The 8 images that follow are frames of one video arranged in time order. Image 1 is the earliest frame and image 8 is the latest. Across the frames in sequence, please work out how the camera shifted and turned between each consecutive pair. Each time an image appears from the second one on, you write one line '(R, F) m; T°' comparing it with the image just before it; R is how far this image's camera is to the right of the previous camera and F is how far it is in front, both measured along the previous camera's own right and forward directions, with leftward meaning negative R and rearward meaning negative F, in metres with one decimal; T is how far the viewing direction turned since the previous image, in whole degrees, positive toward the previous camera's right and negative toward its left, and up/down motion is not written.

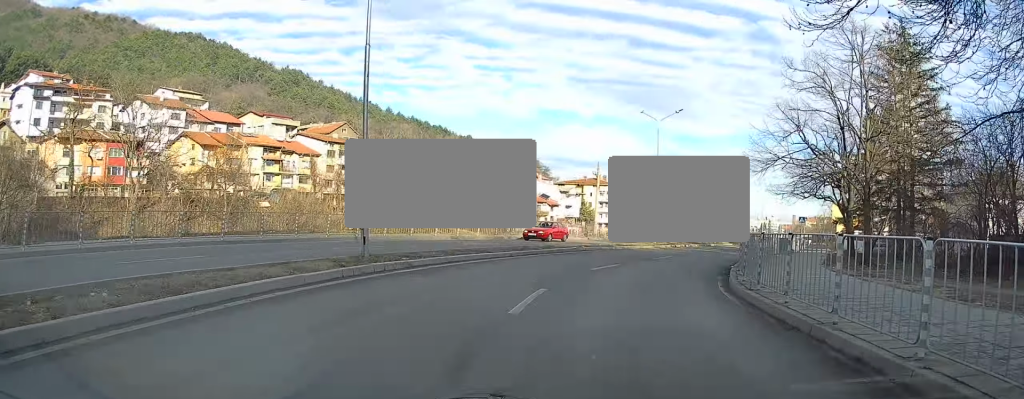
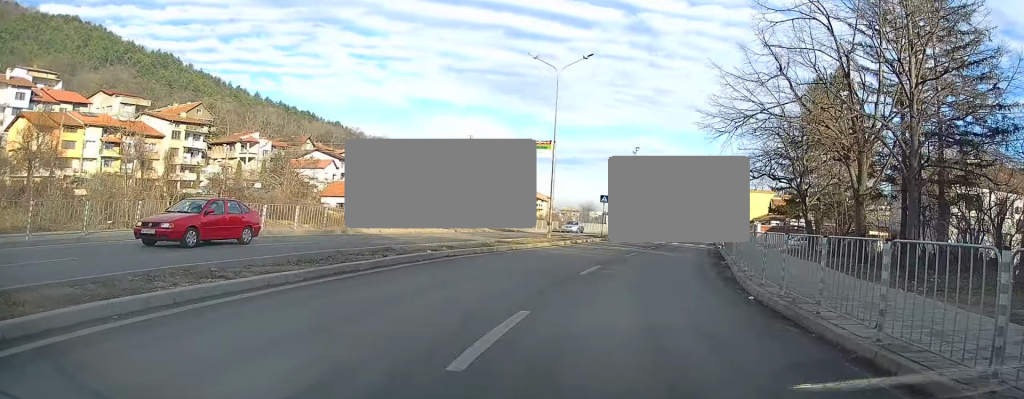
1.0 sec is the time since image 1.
(+0.8, +11.7) m; +10°
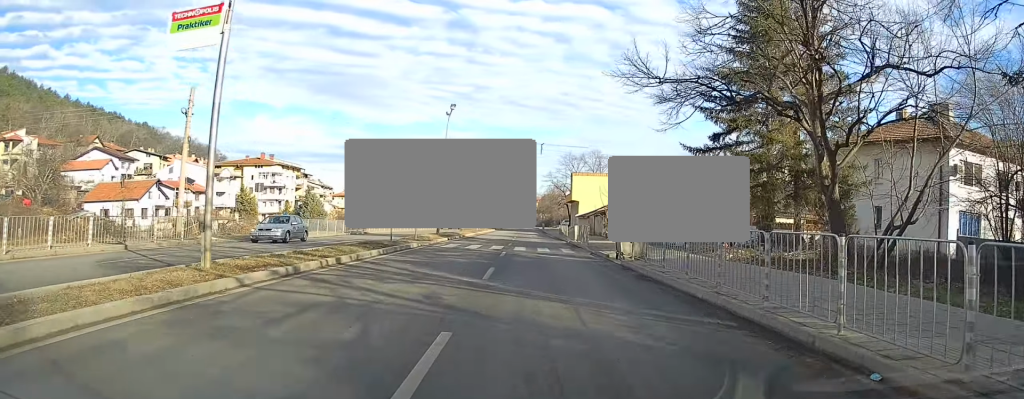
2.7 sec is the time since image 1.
(+2.8, +19.1) m; +13°
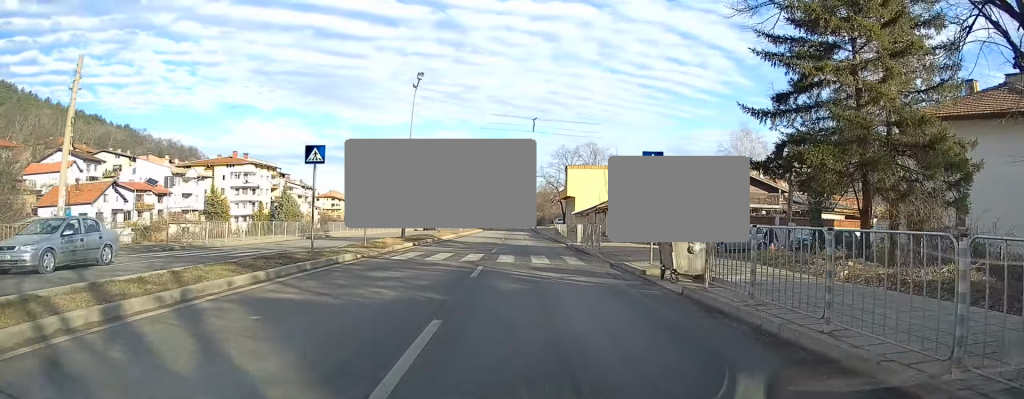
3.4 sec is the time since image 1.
(+0.2, +8.1) m; +2°
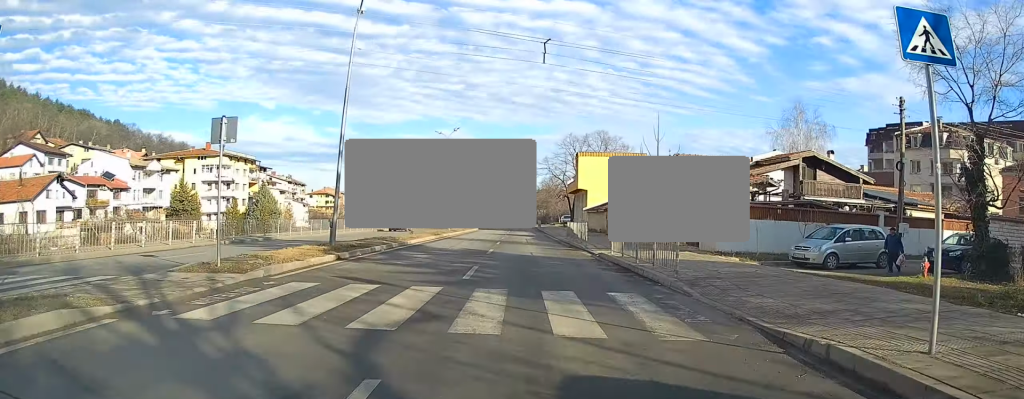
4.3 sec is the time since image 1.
(+0.2, +12.2) m; 0°
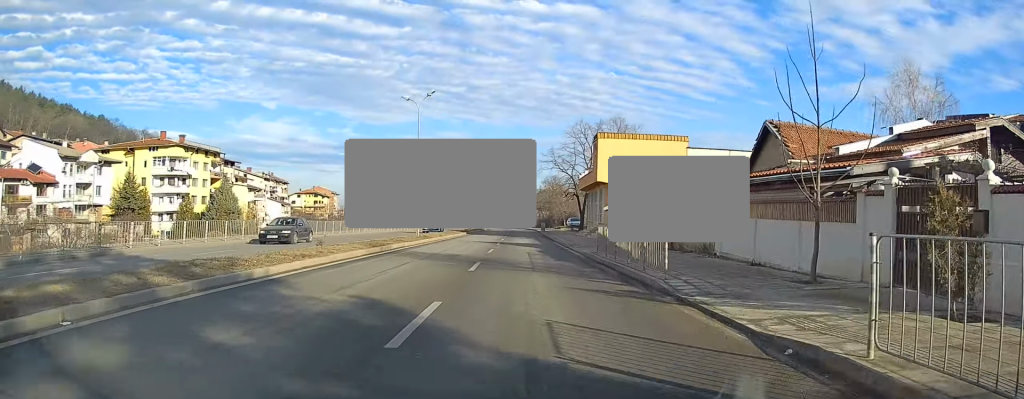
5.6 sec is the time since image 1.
(-0.3, +16.0) m; -1°
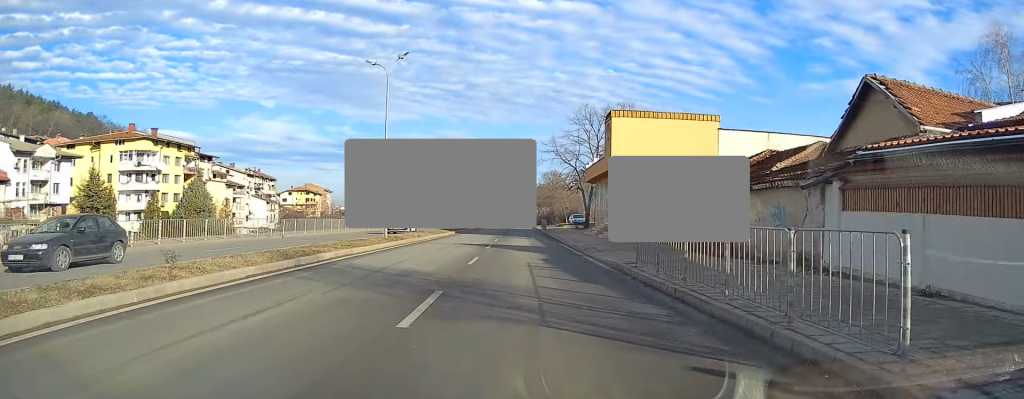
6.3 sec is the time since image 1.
(+0.1, +8.8) m; 0°
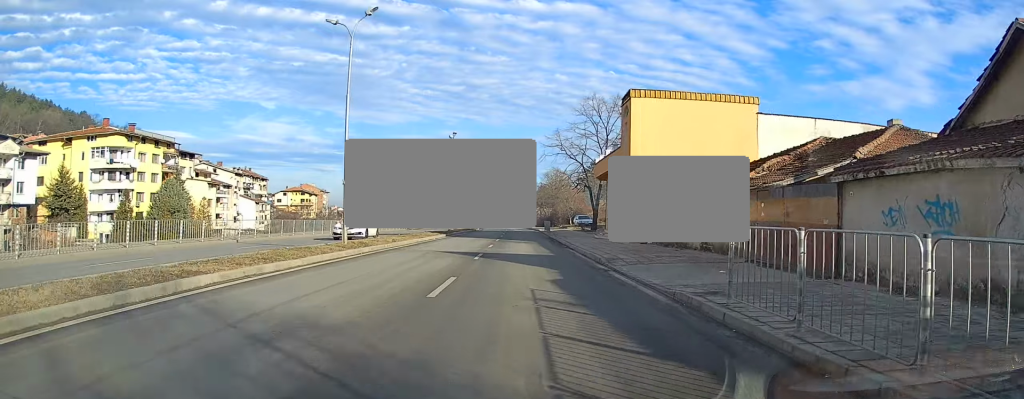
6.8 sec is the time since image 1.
(-0.1, +6.7) m; 0°
